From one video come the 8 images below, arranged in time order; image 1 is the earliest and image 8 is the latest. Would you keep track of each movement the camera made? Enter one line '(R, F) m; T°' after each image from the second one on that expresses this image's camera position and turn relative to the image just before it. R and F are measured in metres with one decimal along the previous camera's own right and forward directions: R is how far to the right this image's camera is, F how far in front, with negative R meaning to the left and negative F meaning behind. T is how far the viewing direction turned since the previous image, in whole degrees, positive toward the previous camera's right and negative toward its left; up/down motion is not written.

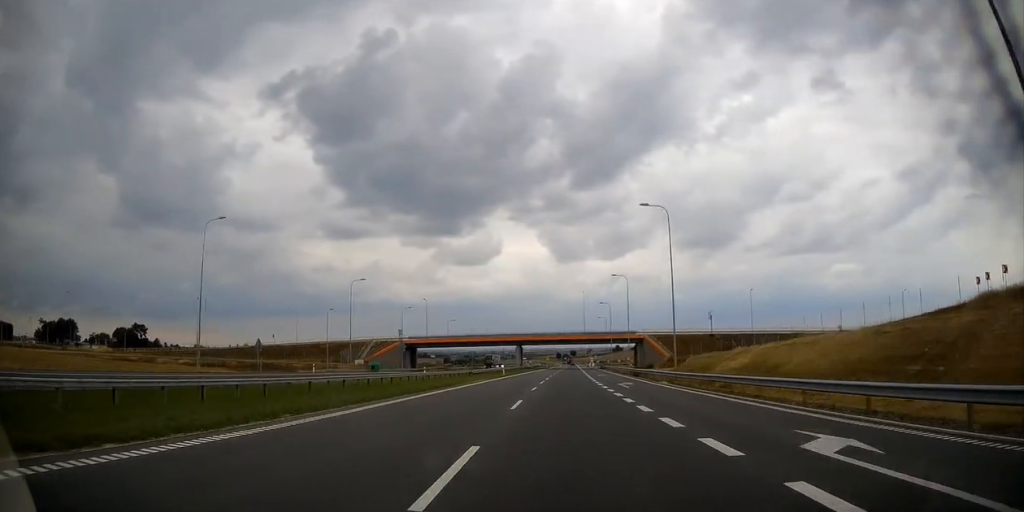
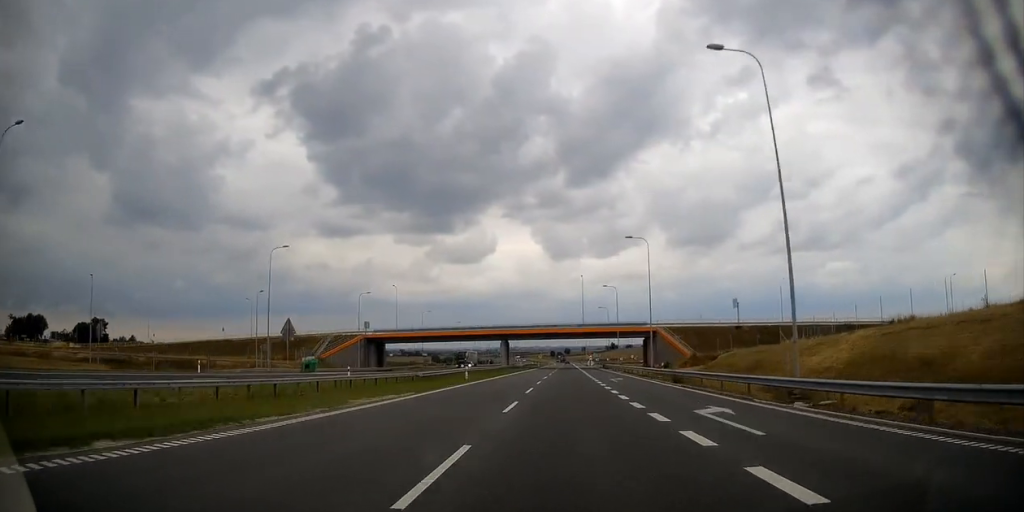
(+0.1, +23.1) m; +1°
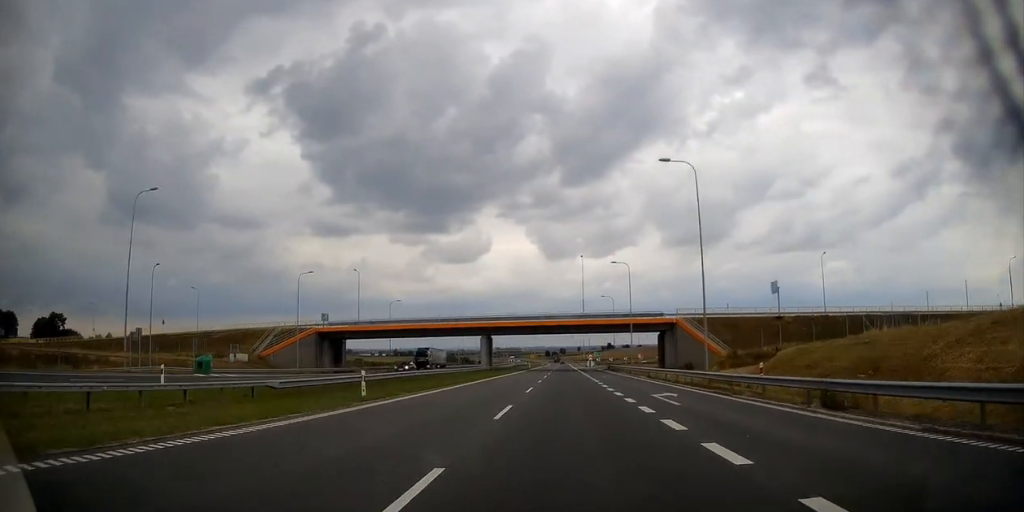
(+0.1, +21.9) m; +1°
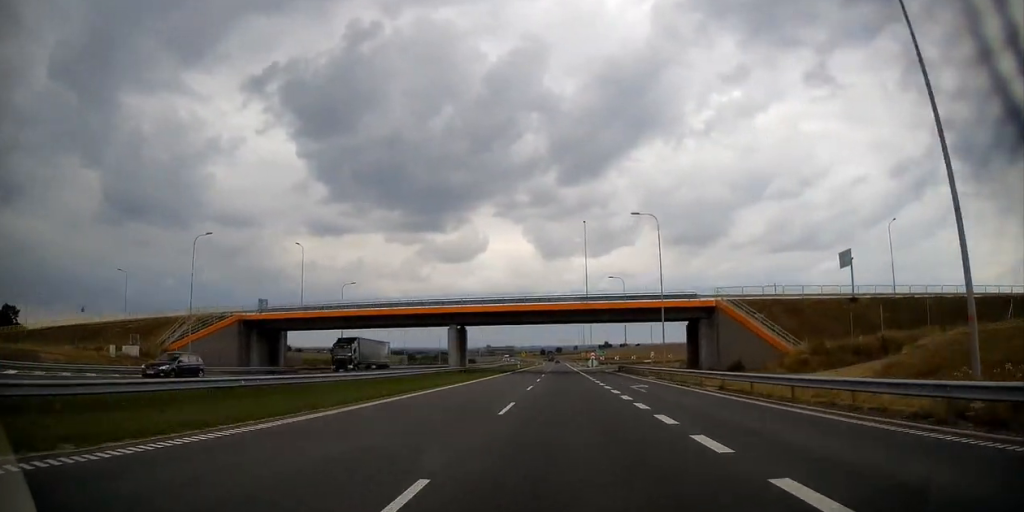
(+0.1, +23.1) m; +1°
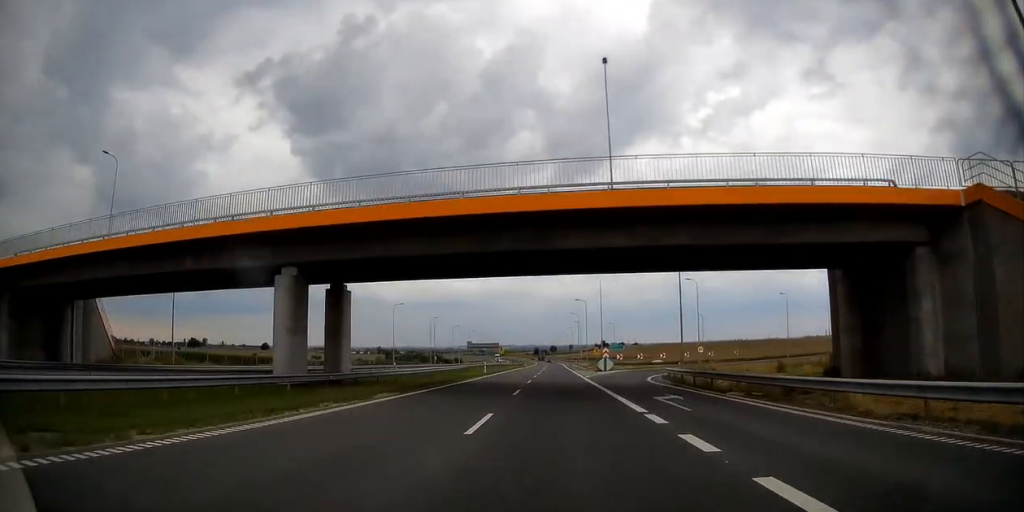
(+0.6, +39.9) m; +1°
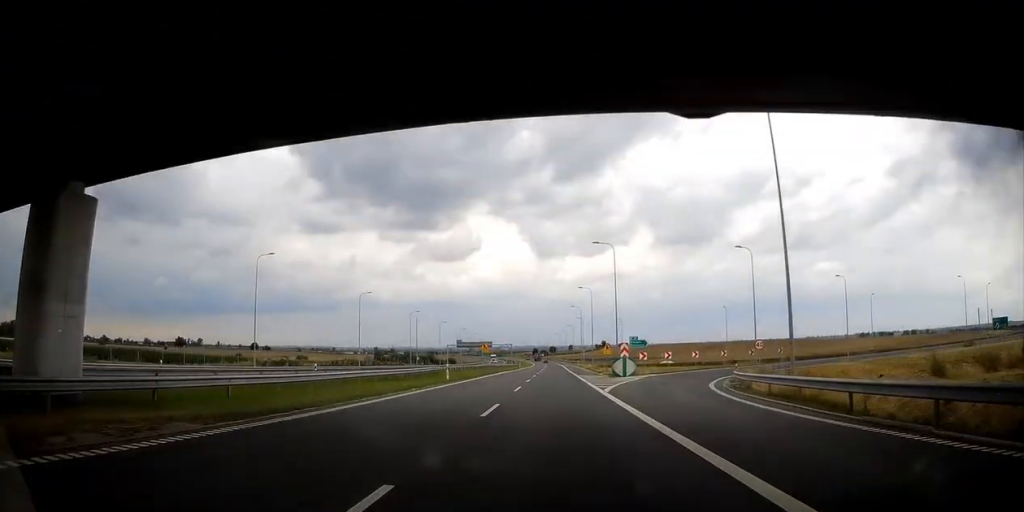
(-0.1, +20.4) m; 0°
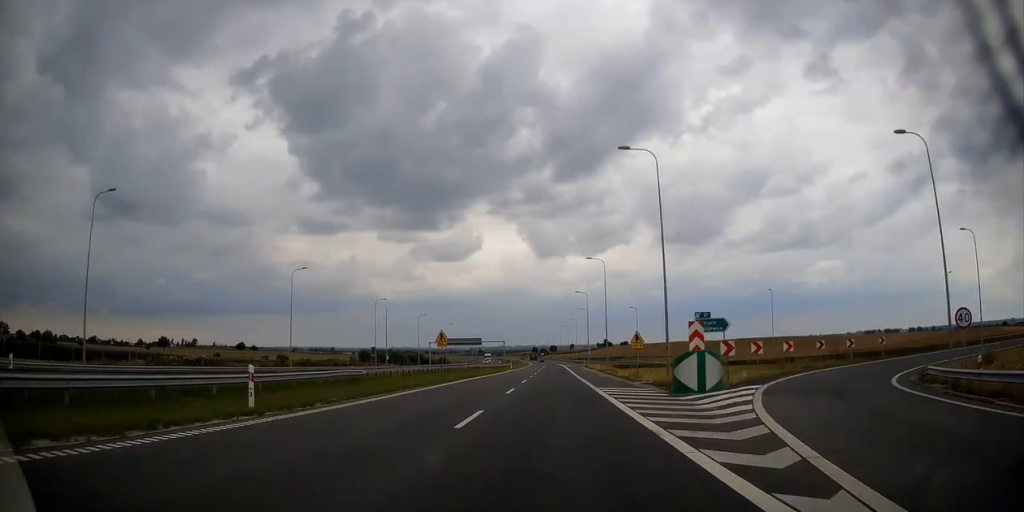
(0.0, +25.2) m; 0°
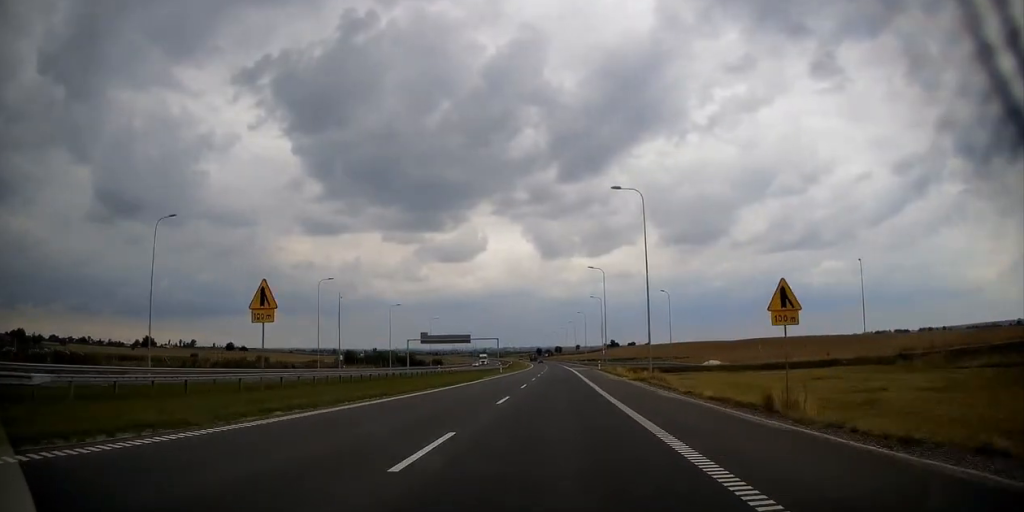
(0.0, +28.7) m; 0°
